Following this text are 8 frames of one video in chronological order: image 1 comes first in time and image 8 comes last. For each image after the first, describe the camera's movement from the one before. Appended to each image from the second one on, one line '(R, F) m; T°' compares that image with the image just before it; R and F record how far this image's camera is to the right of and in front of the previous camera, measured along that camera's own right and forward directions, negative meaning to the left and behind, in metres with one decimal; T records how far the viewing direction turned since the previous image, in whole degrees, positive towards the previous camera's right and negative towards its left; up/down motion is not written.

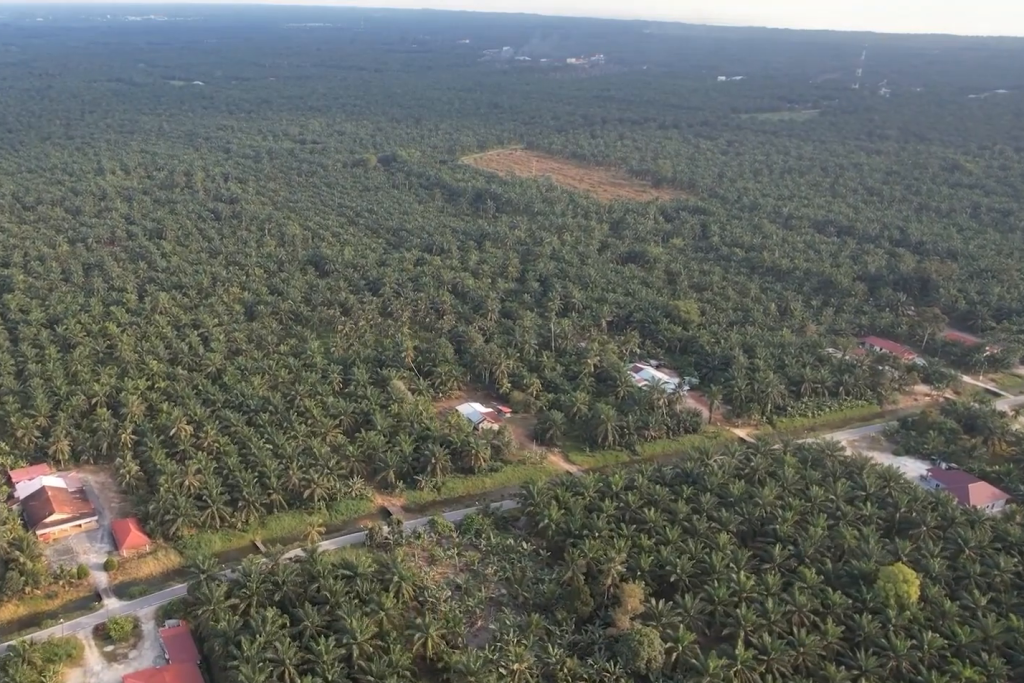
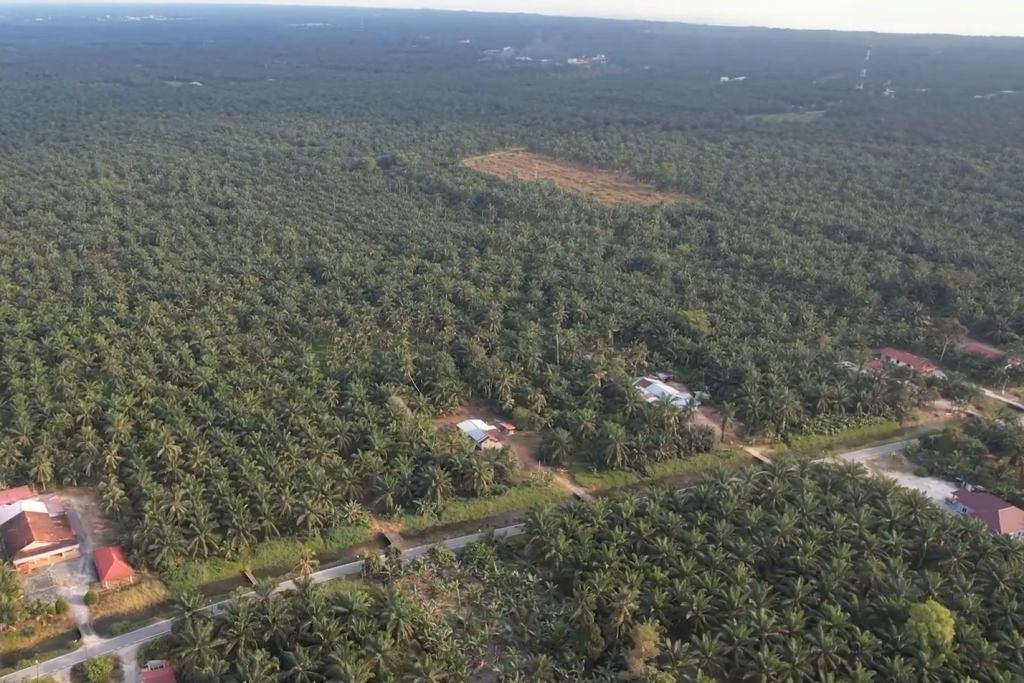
(0.0, +13.6) m; 0°
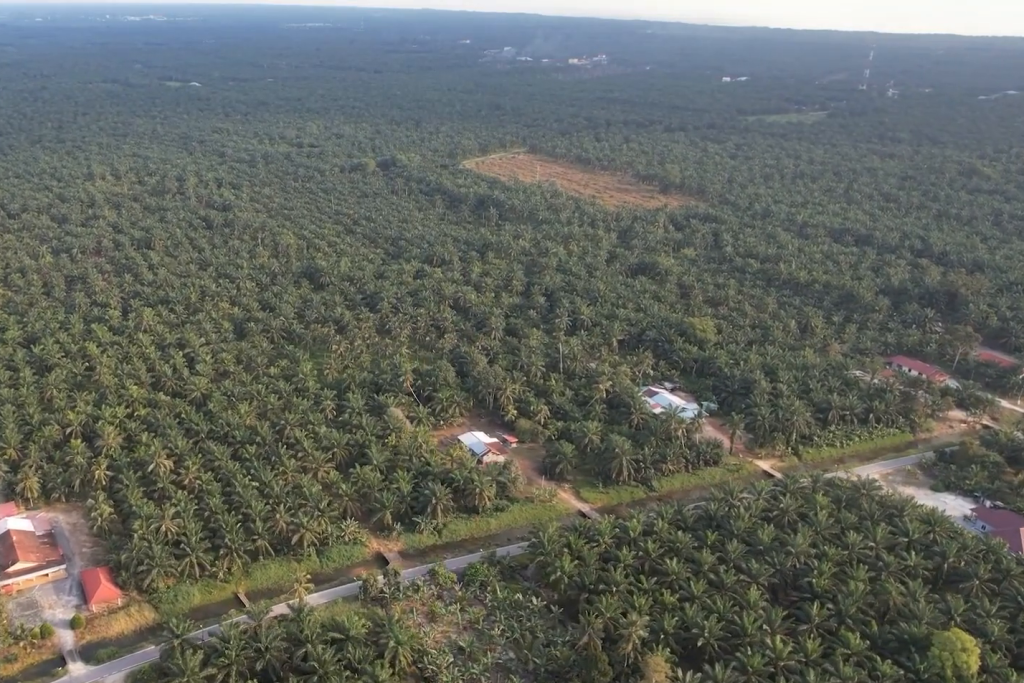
(0.0, +8.8) m; 0°
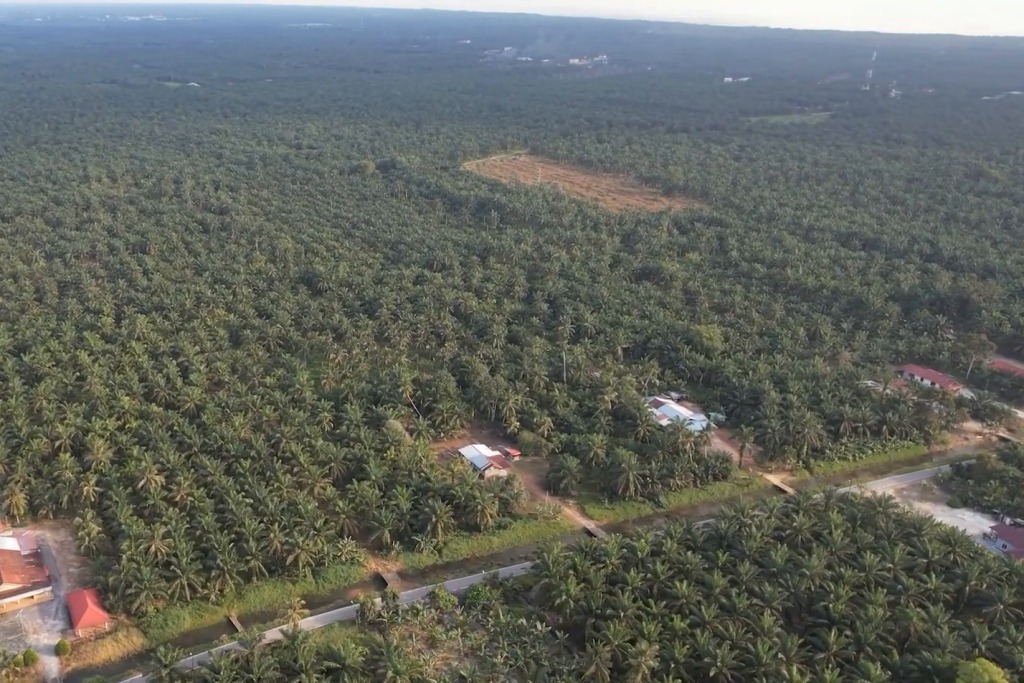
(0.0, +8.8) m; 0°
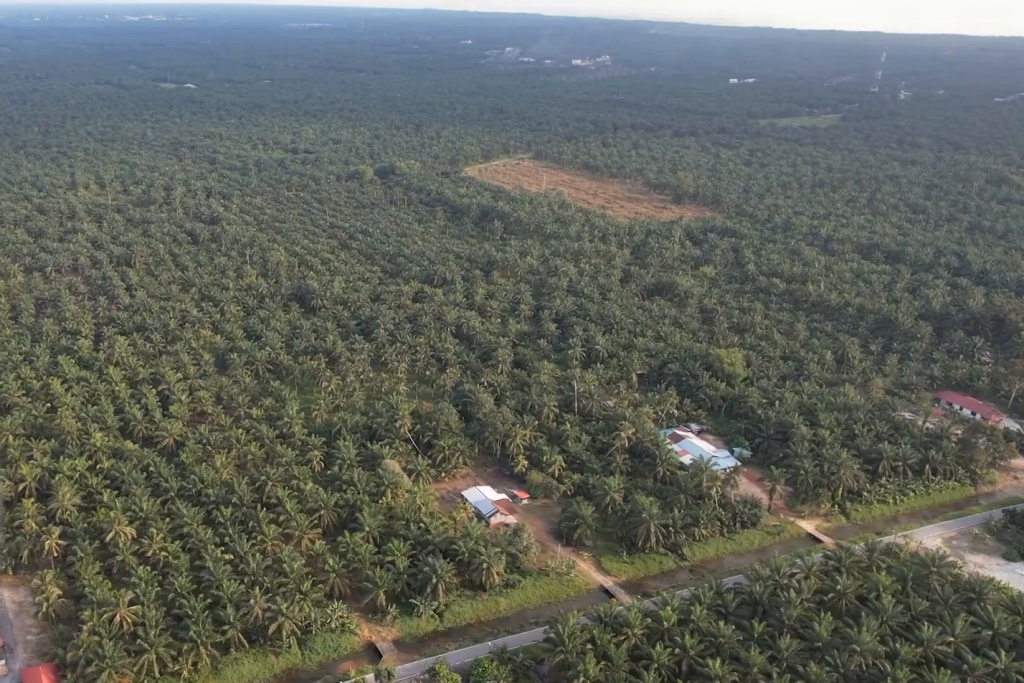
(-0.4, +25.8) m; 0°
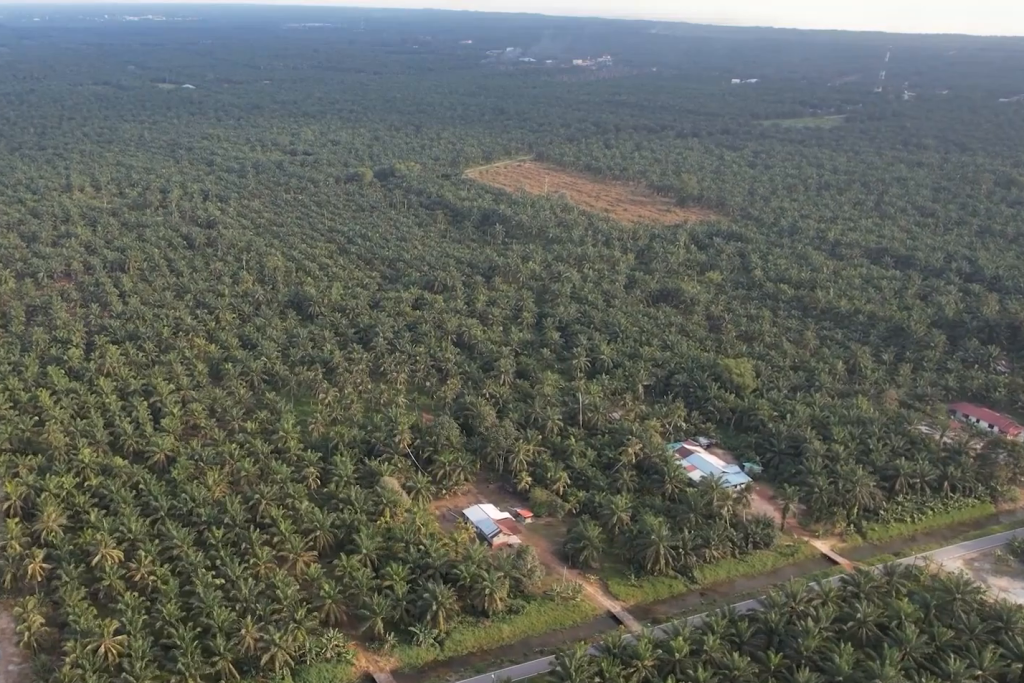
(+0.2, +10.0) m; +1°
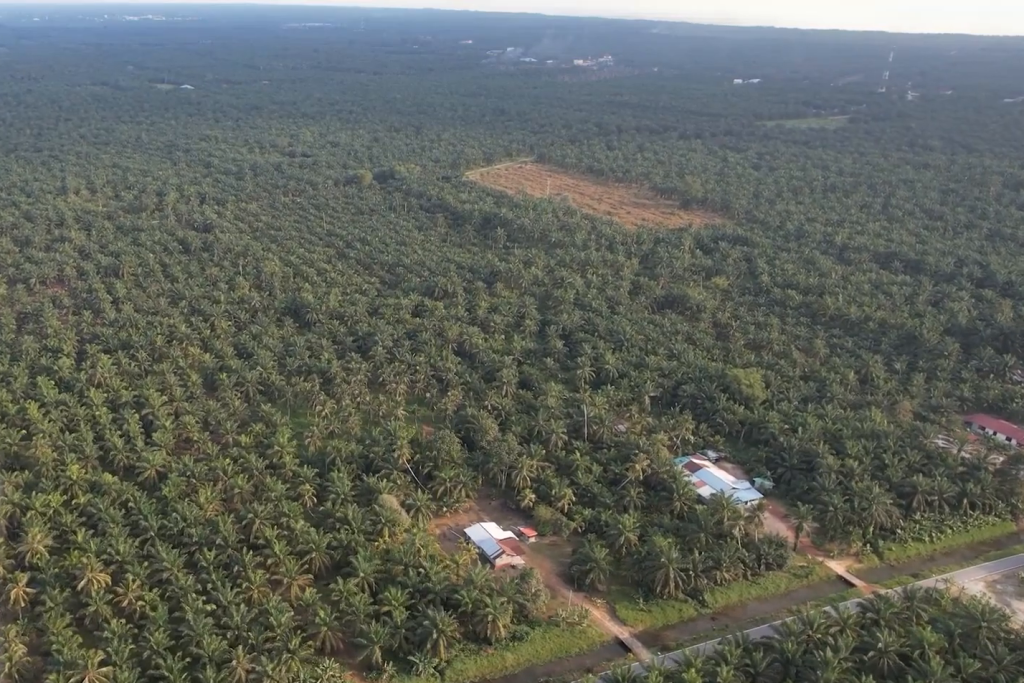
(+0.1, +9.4) m; 0°
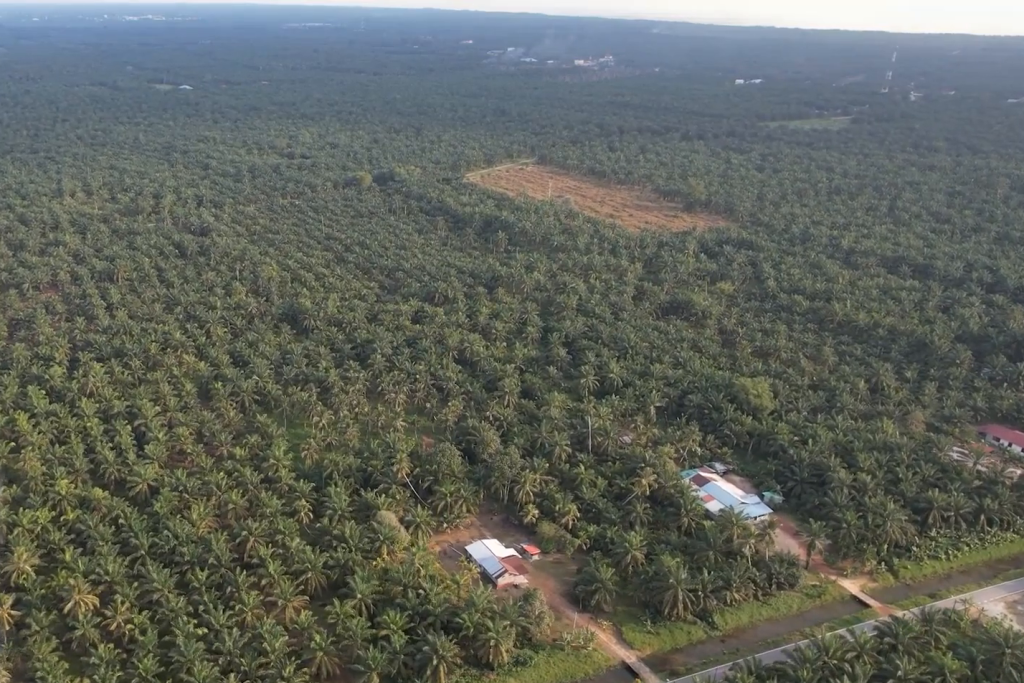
(-0.1, +8.2) m; -1°
